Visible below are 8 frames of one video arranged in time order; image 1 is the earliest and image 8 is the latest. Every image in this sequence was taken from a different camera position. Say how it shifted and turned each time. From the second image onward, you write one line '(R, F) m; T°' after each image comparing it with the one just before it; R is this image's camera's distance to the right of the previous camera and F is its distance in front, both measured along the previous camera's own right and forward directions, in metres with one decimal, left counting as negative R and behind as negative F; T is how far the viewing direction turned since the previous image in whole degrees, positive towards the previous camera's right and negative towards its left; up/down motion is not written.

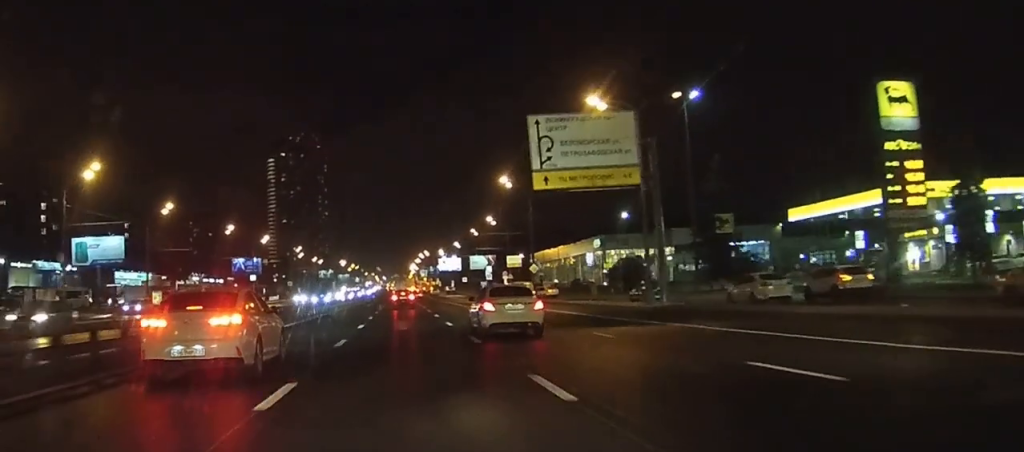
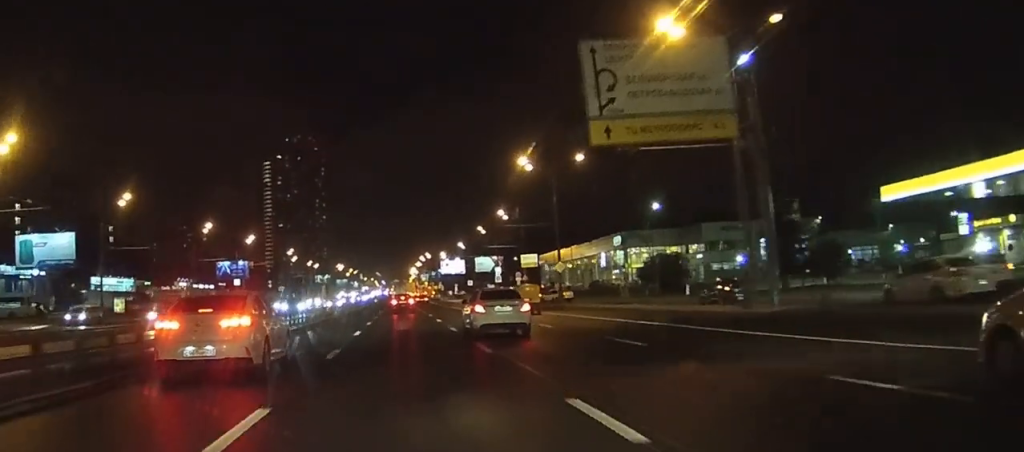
(0.0, +17.2) m; 0°
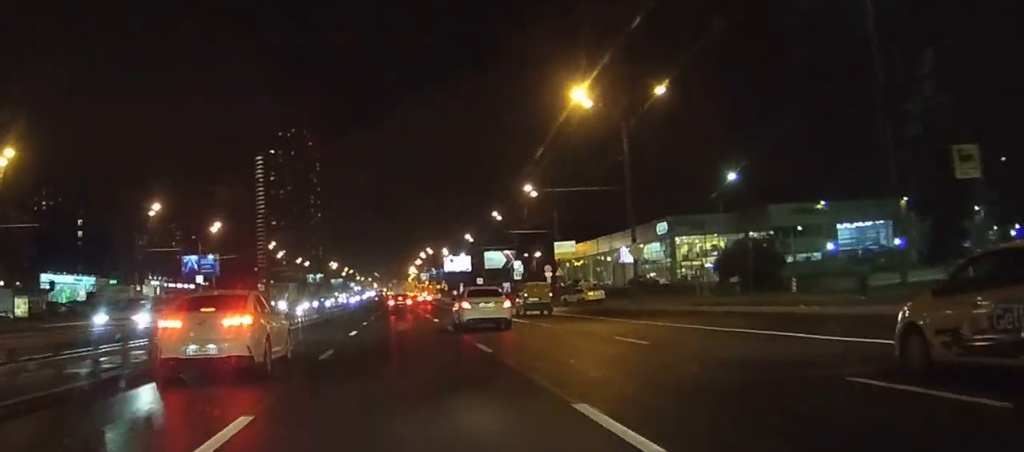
(+0.1, +28.7) m; 0°
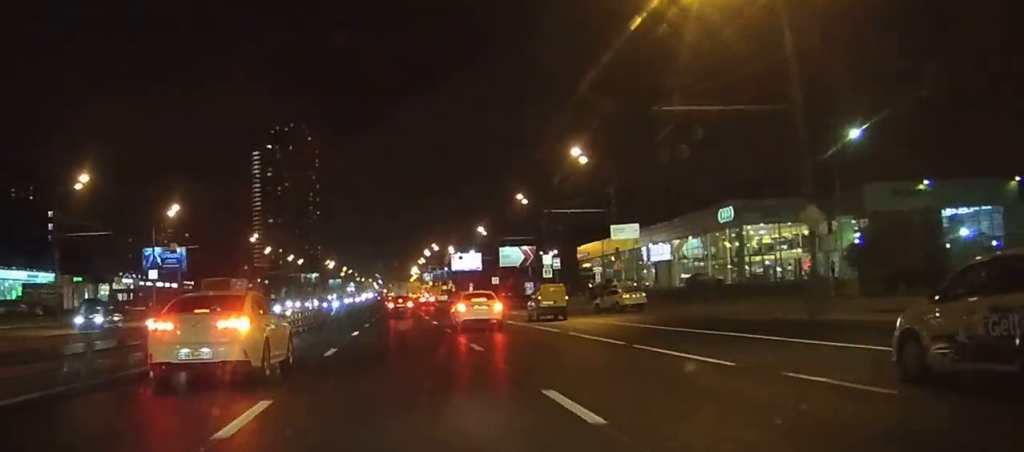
(+0.1, +24.5) m; 0°
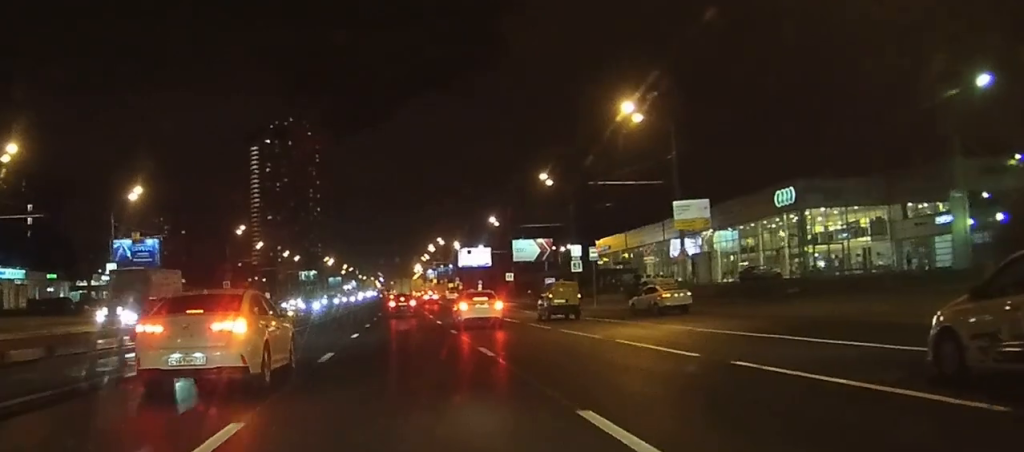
(-0.1, +14.5) m; 0°
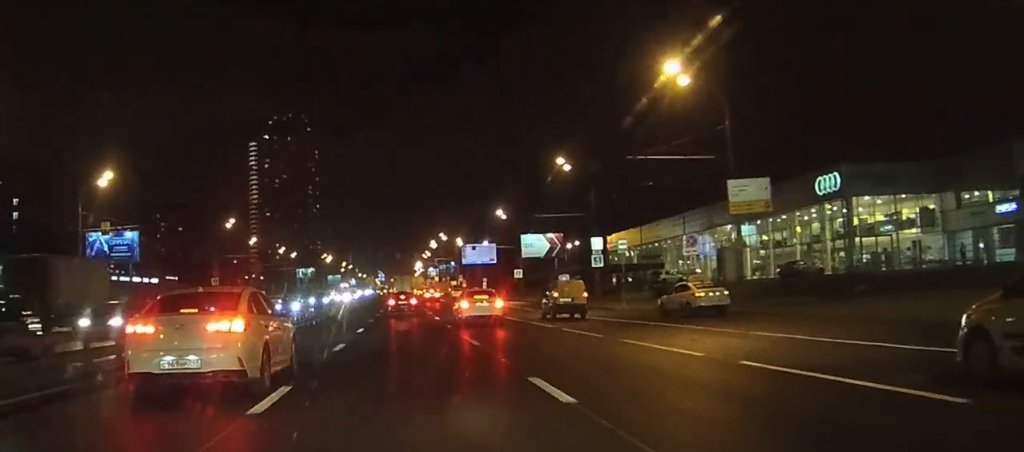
(0.0, +8.4) m; 0°
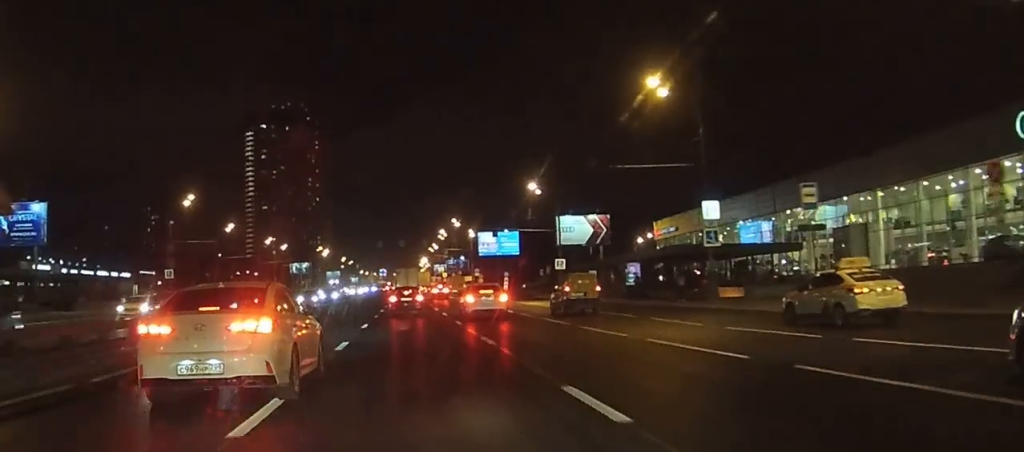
(0.0, +25.5) m; 0°
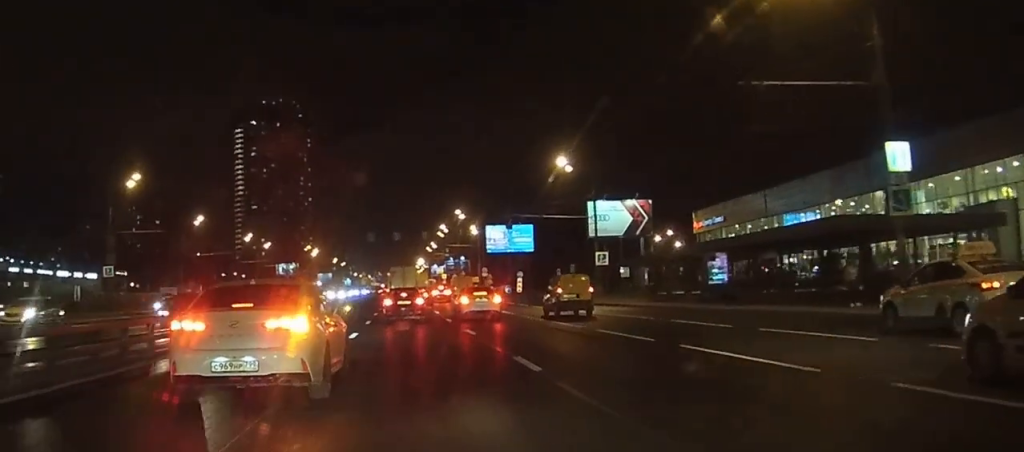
(+0.1, +18.3) m; +1°
